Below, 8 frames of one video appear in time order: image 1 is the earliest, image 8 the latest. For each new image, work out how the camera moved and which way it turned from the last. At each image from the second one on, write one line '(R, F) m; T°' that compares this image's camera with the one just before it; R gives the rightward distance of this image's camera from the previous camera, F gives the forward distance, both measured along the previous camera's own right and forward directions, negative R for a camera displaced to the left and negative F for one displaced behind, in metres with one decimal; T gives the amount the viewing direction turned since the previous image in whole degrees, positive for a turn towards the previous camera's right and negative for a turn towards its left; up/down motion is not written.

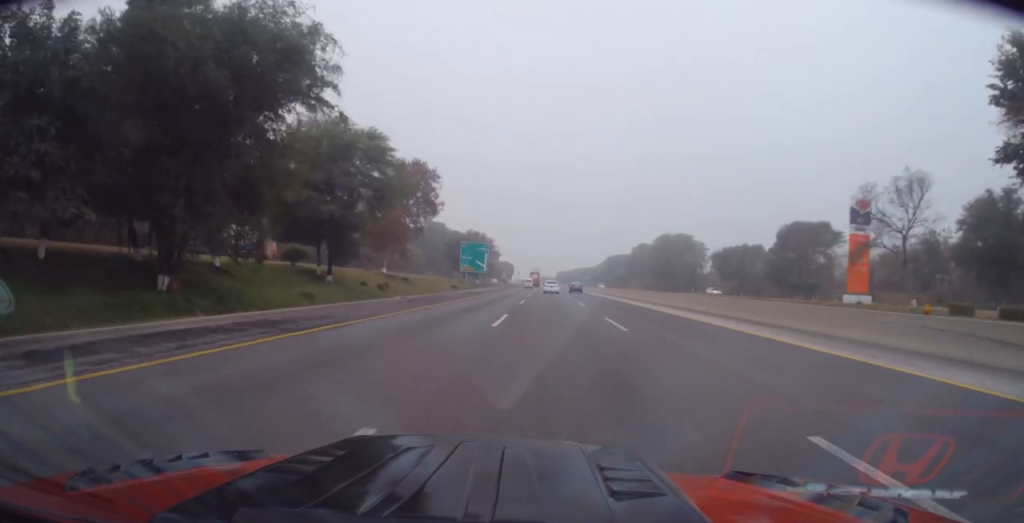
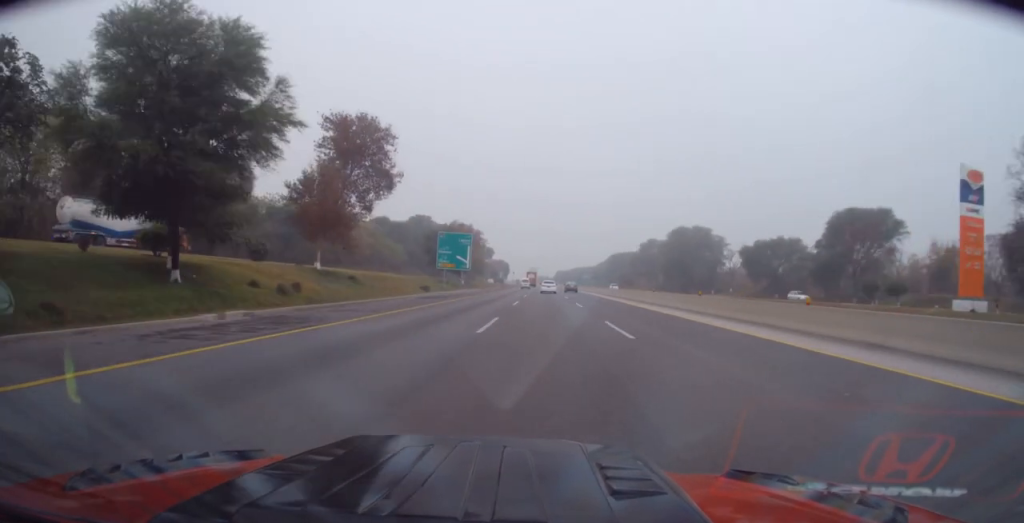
(0.0, +20.0) m; 0°
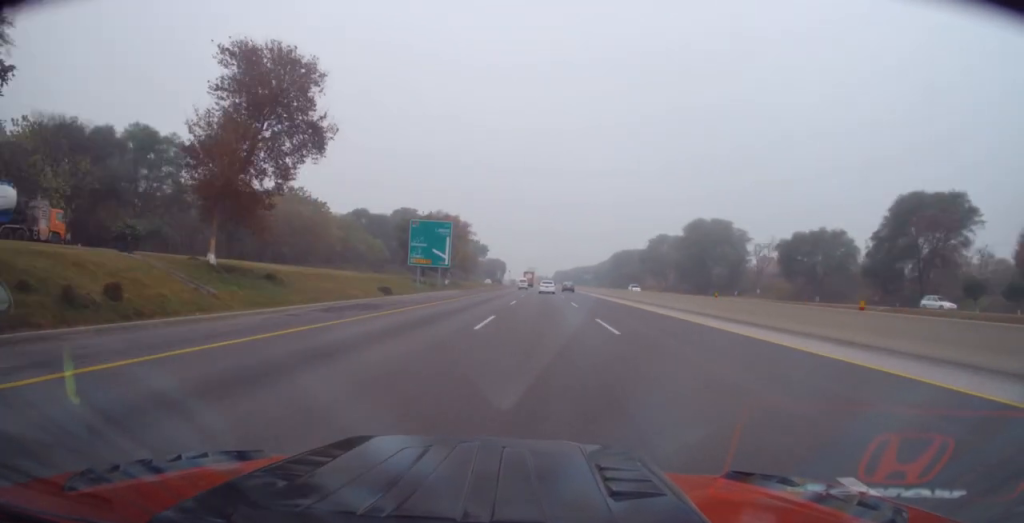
(+0.1, +16.7) m; +1°
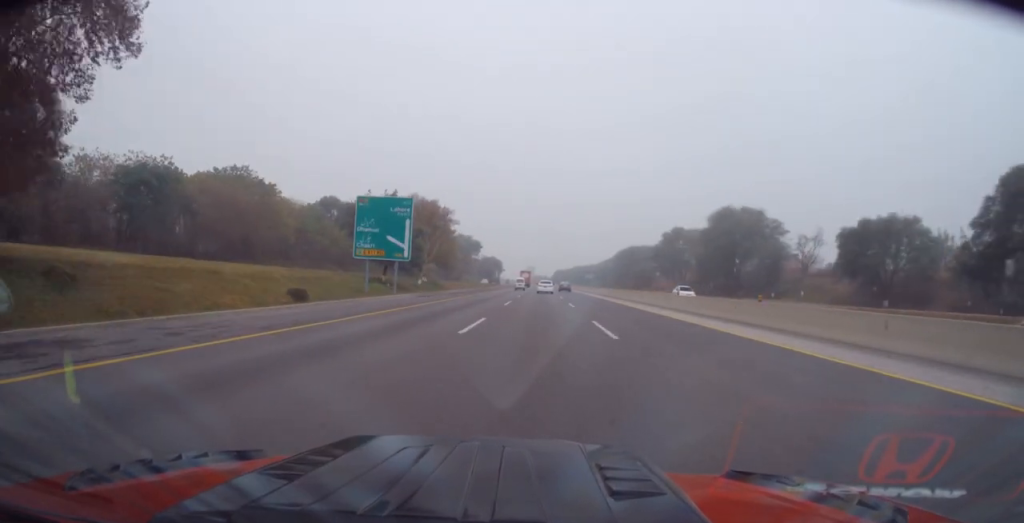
(0.0, +19.3) m; +1°
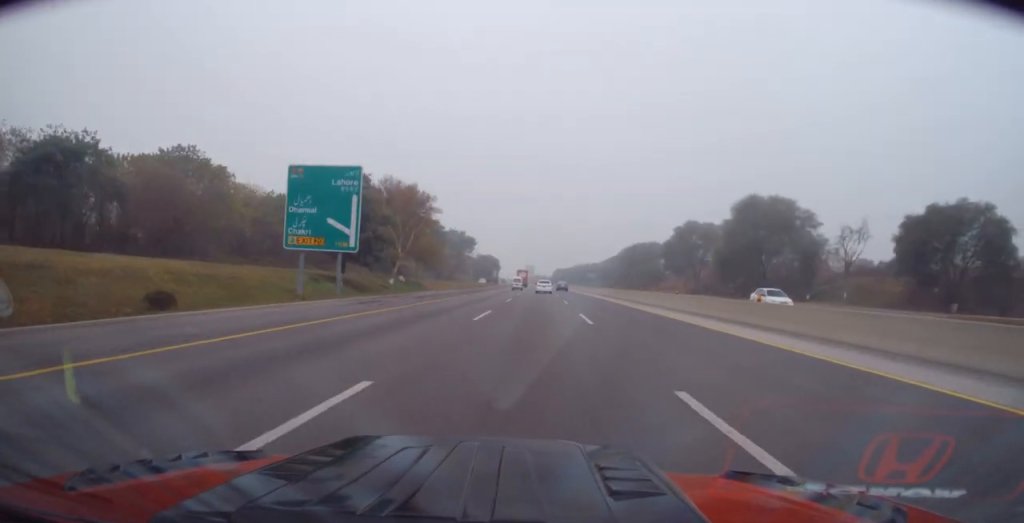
(+0.1, +13.4) m; 0°
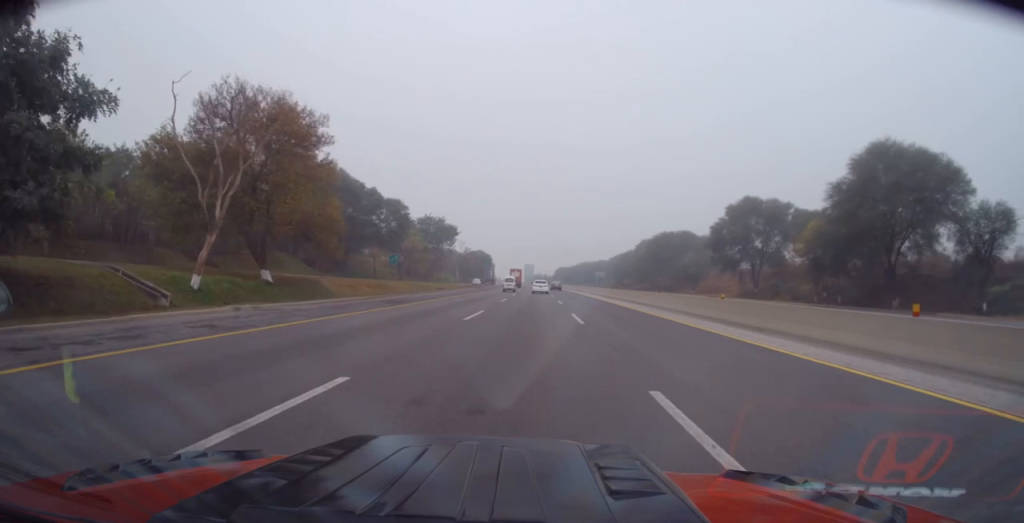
(-0.5, +35.9) m; -1°
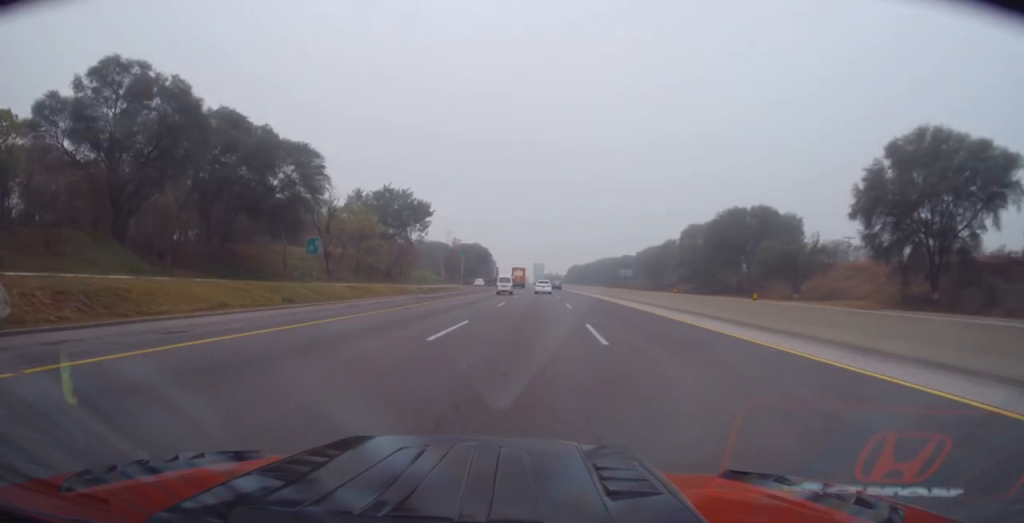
(0.0, +42.2) m; 0°
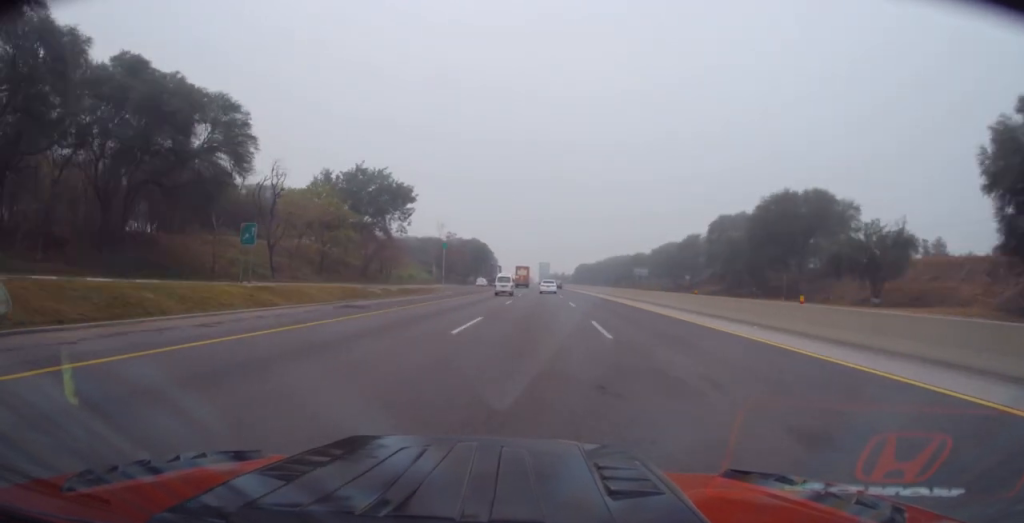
(0.0, +16.5) m; 0°
